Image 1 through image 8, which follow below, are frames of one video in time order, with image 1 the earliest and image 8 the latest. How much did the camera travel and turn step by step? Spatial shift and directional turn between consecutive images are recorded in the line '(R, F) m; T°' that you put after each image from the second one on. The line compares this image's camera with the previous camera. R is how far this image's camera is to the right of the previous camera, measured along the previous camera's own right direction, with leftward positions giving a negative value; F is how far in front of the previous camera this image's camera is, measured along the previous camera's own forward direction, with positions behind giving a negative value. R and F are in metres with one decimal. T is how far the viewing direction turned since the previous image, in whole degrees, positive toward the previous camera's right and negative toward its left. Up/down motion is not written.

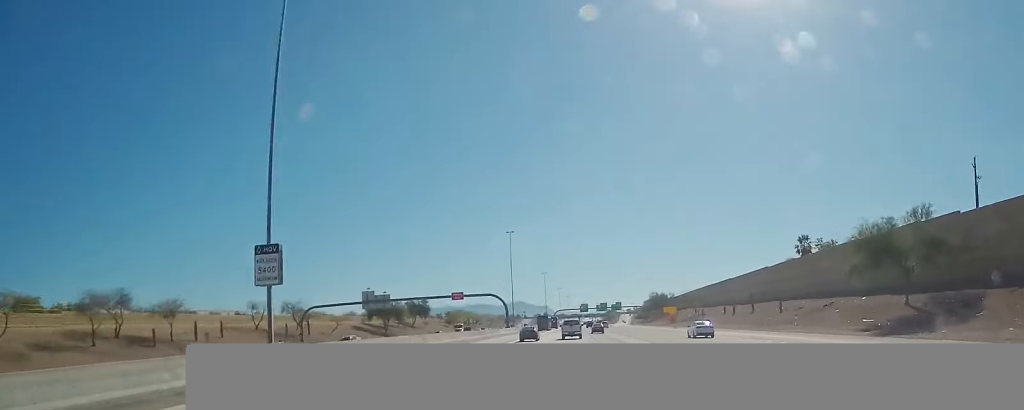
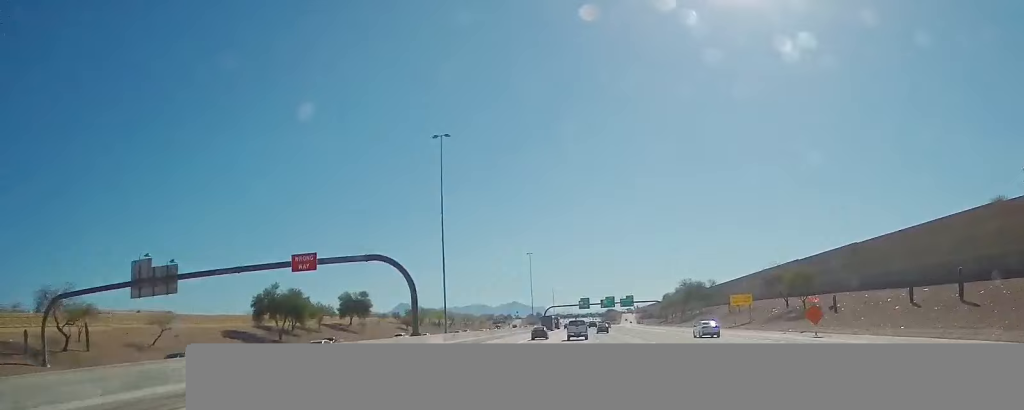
(+0.4, +77.8) m; 0°
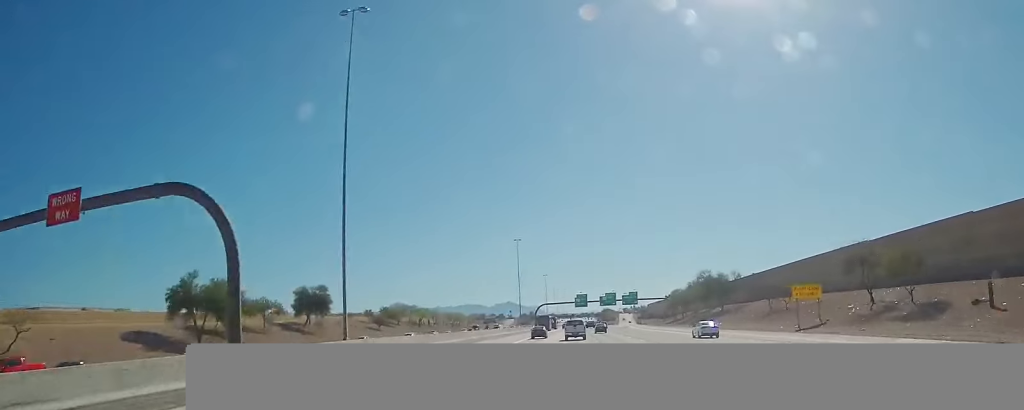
(0.0, +30.7) m; +1°
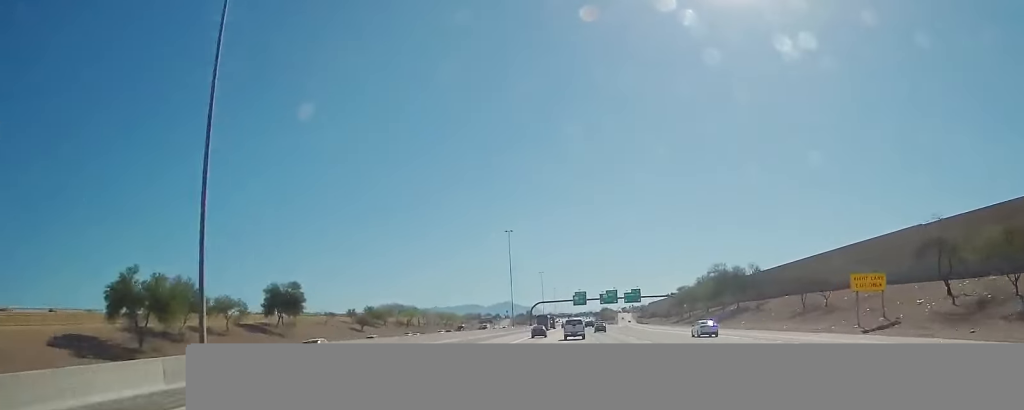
(+0.2, +16.7) m; 0°
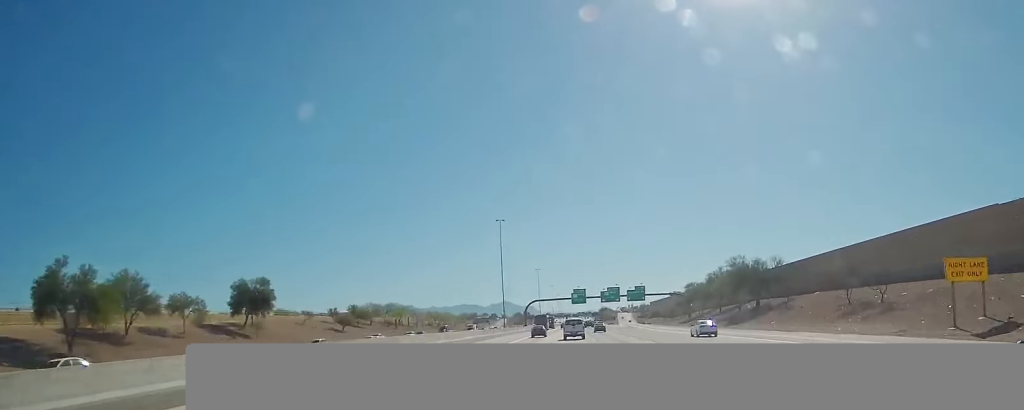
(+0.2, +15.3) m; 0°
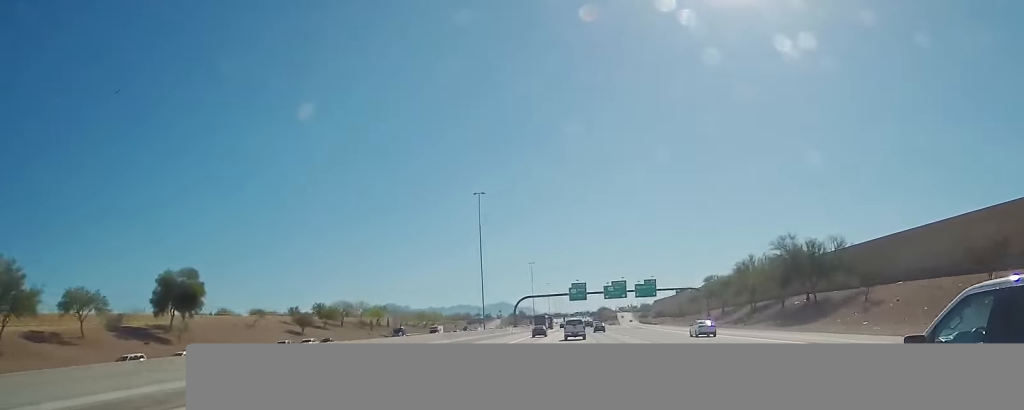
(+0.1, +27.9) m; -1°
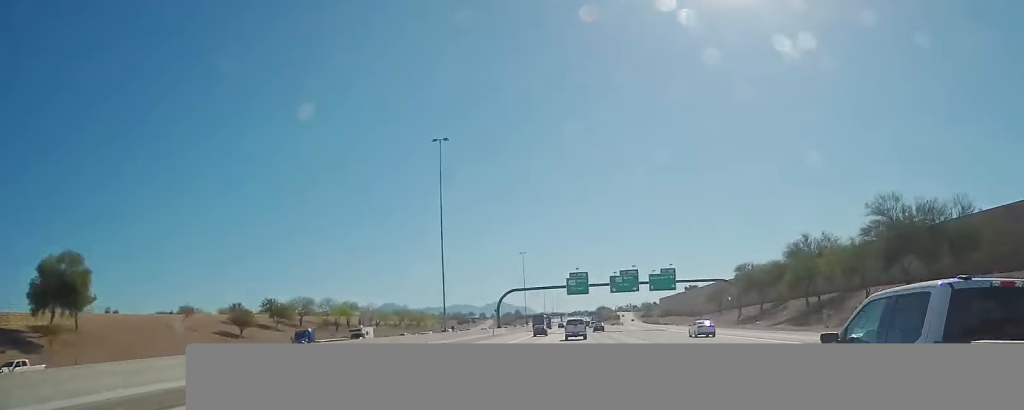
(-0.3, +30.7) m; 0°
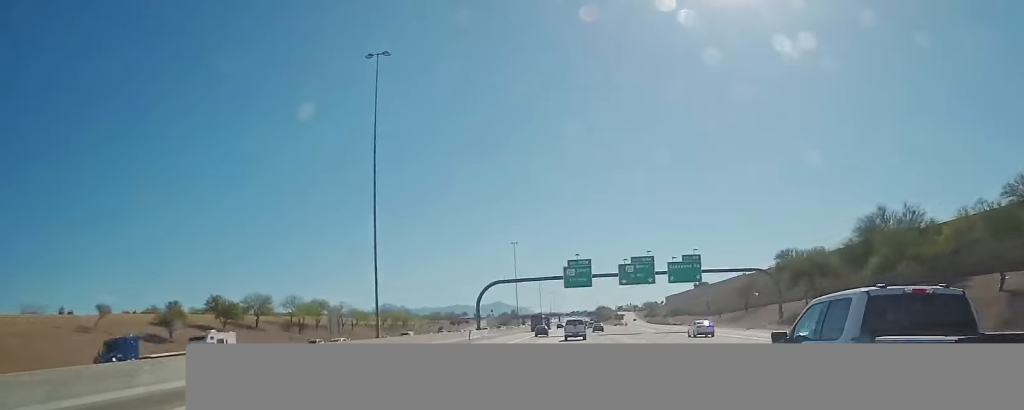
(0.0, +25.1) m; +1°
